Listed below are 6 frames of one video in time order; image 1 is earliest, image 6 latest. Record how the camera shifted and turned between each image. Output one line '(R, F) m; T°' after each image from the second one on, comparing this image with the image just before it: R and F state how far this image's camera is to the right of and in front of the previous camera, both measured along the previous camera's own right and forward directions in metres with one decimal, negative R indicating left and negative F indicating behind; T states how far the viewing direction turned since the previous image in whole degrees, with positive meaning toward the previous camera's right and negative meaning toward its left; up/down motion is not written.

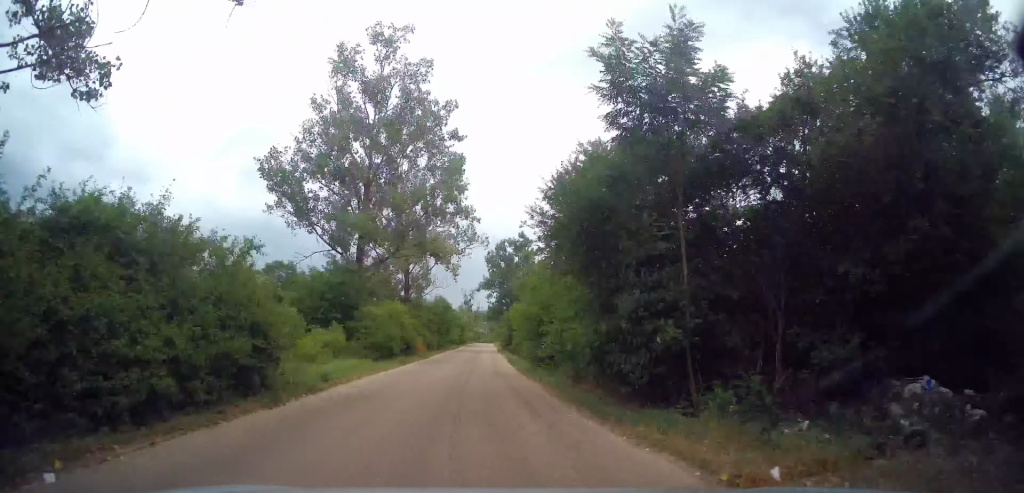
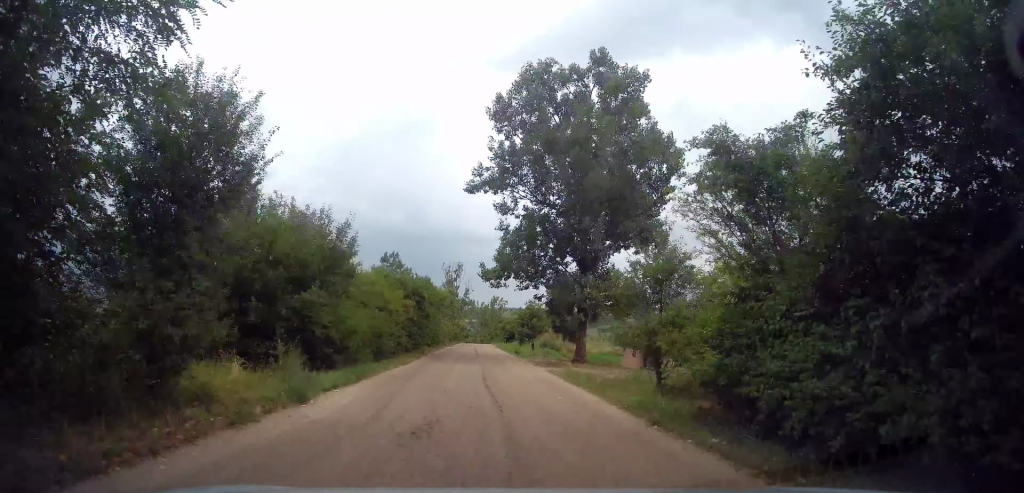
(+1.6, +61.0) m; +2°
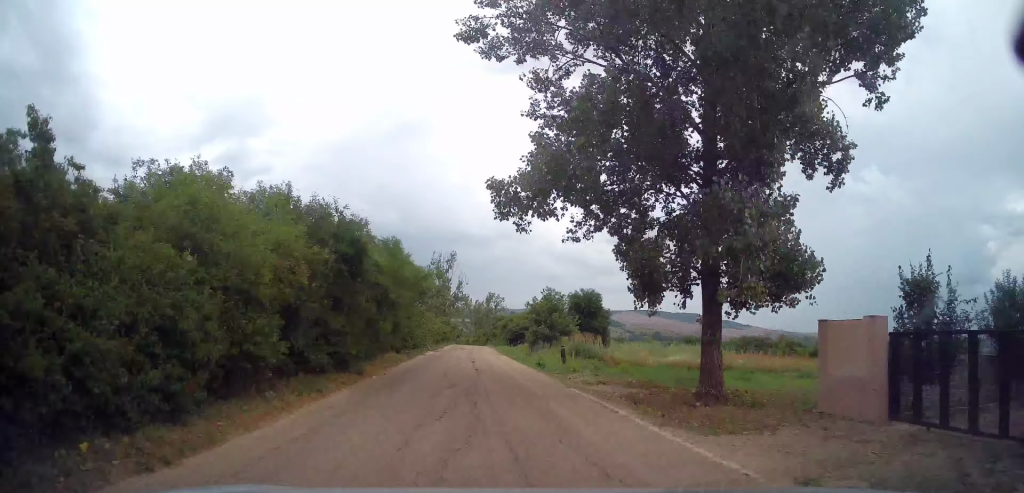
(-0.1, +16.6) m; +1°
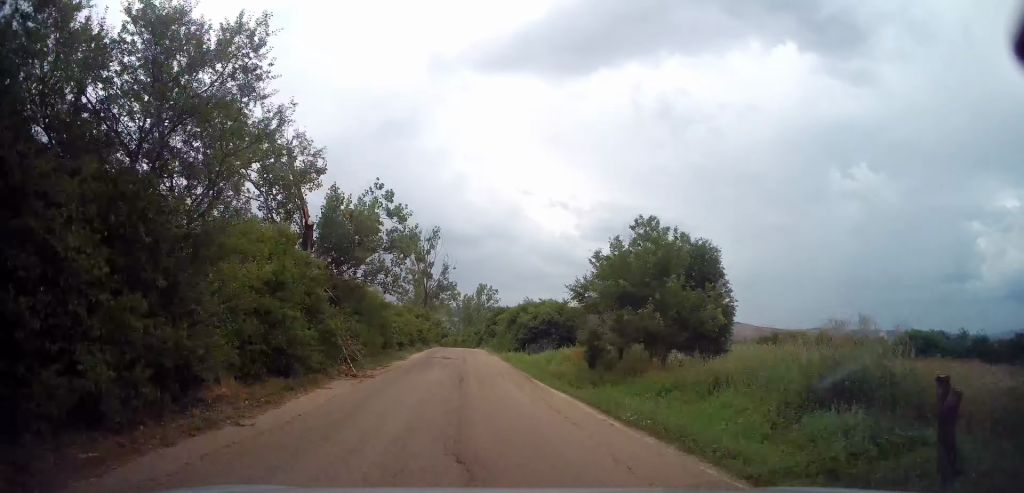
(+0.4, +23.8) m; +1°
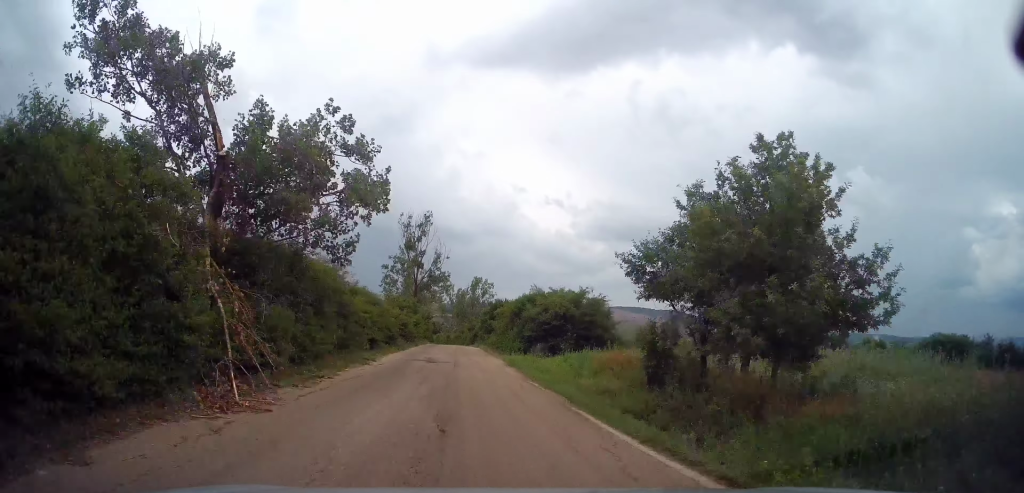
(-0.1, +7.5) m; 0°
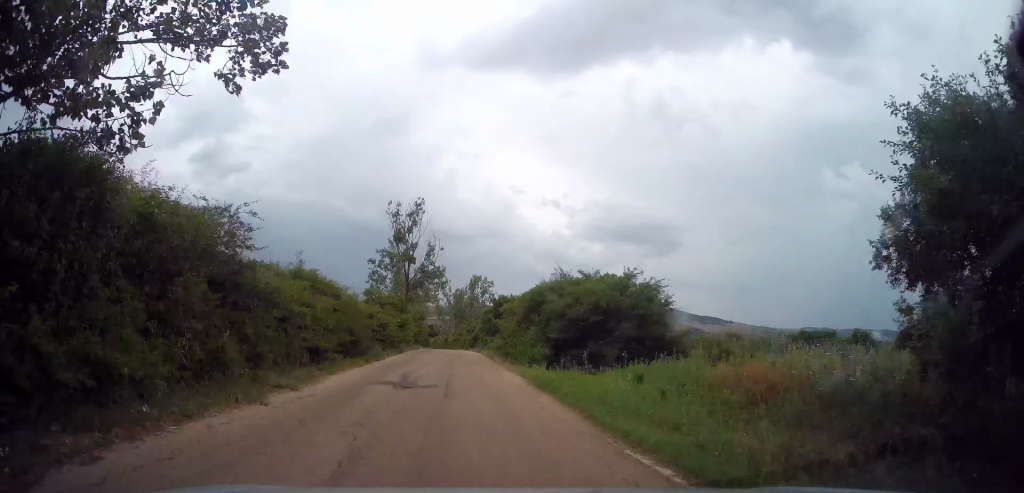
(+0.1, +9.2) m; 0°
